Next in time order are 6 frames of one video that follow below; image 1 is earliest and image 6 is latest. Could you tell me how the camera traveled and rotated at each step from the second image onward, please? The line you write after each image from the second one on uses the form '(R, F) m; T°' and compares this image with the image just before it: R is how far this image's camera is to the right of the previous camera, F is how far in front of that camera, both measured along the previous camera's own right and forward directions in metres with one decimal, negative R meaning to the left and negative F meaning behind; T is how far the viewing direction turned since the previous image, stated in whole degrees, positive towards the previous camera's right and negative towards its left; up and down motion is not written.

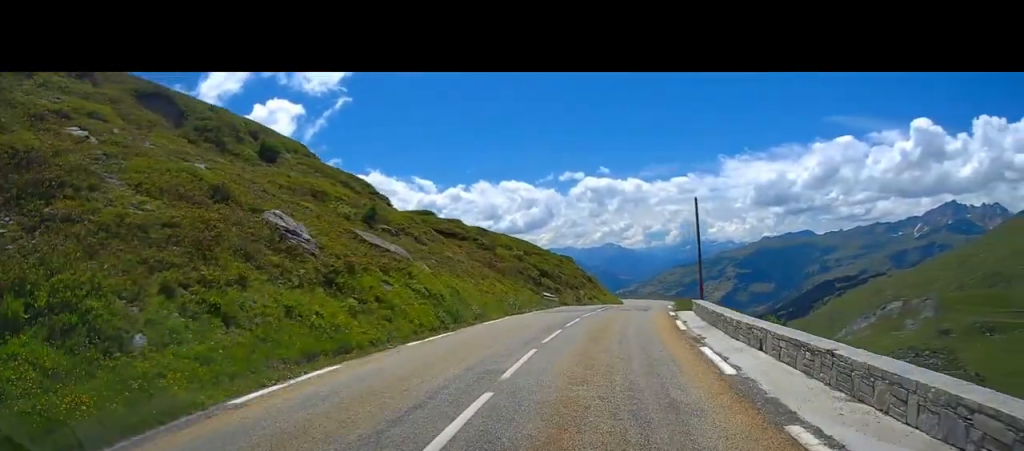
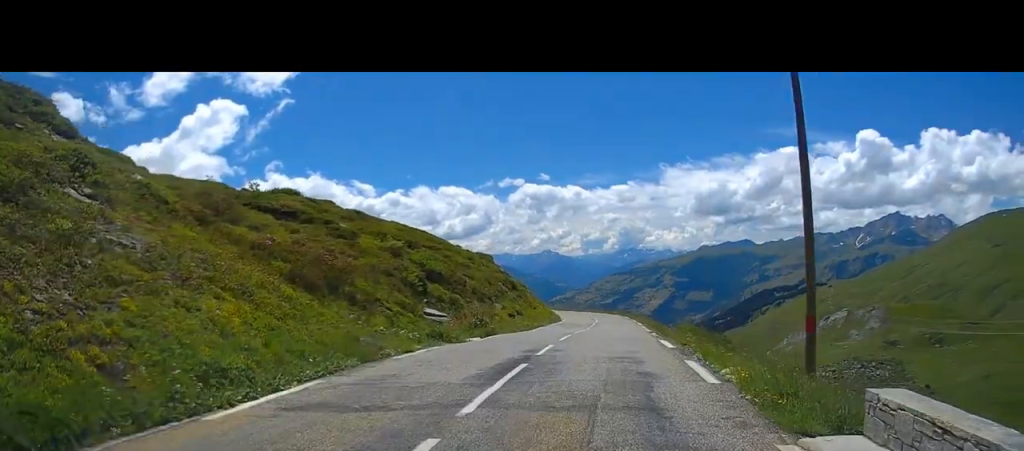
(+1.8, +19.3) m; +6°
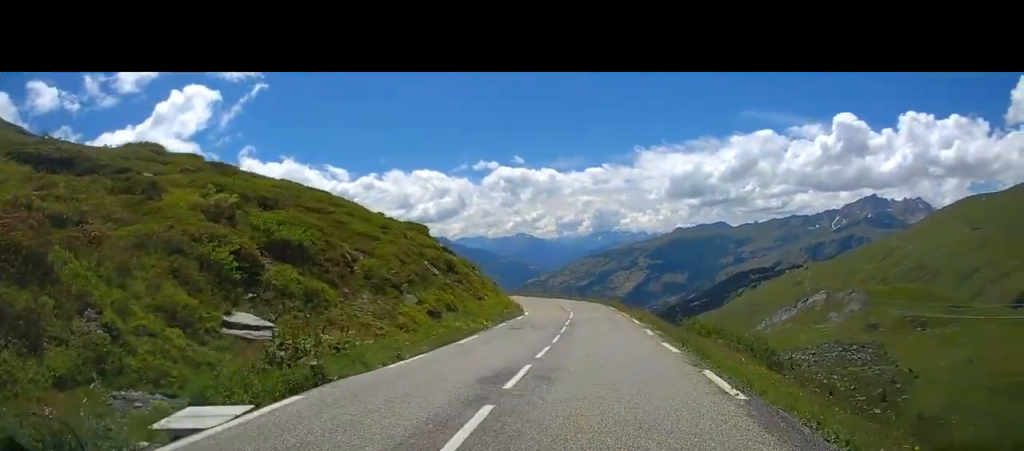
(+0.1, +14.4) m; +1°
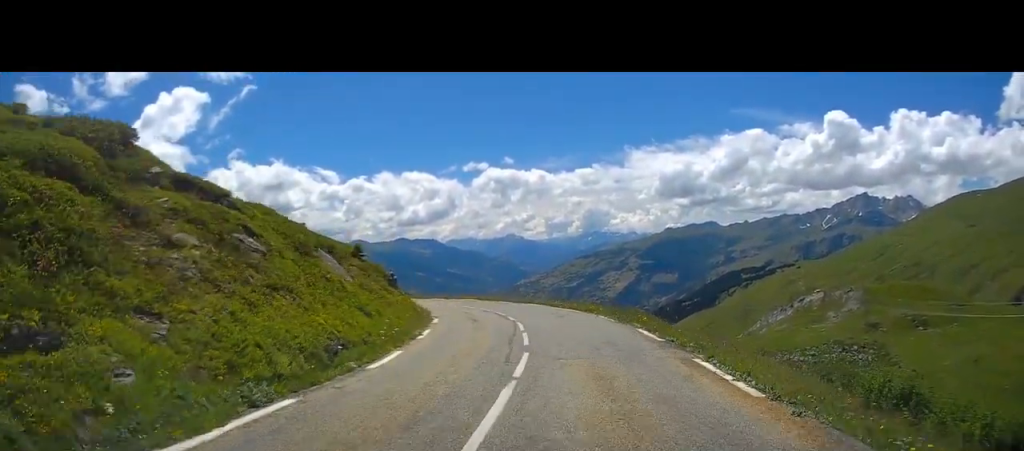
(-1.4, +26.3) m; -6°
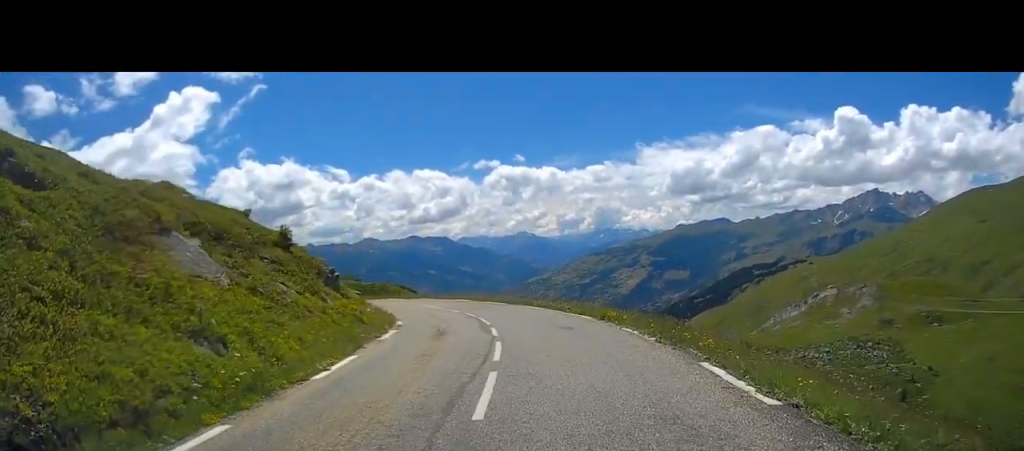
(+0.1, +7.7) m; +2°
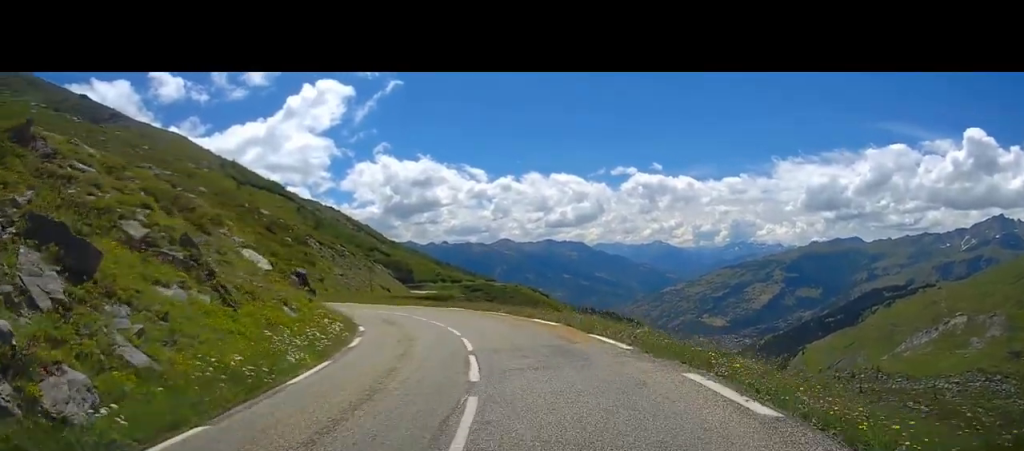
(0.0, +19.6) m; -10°
